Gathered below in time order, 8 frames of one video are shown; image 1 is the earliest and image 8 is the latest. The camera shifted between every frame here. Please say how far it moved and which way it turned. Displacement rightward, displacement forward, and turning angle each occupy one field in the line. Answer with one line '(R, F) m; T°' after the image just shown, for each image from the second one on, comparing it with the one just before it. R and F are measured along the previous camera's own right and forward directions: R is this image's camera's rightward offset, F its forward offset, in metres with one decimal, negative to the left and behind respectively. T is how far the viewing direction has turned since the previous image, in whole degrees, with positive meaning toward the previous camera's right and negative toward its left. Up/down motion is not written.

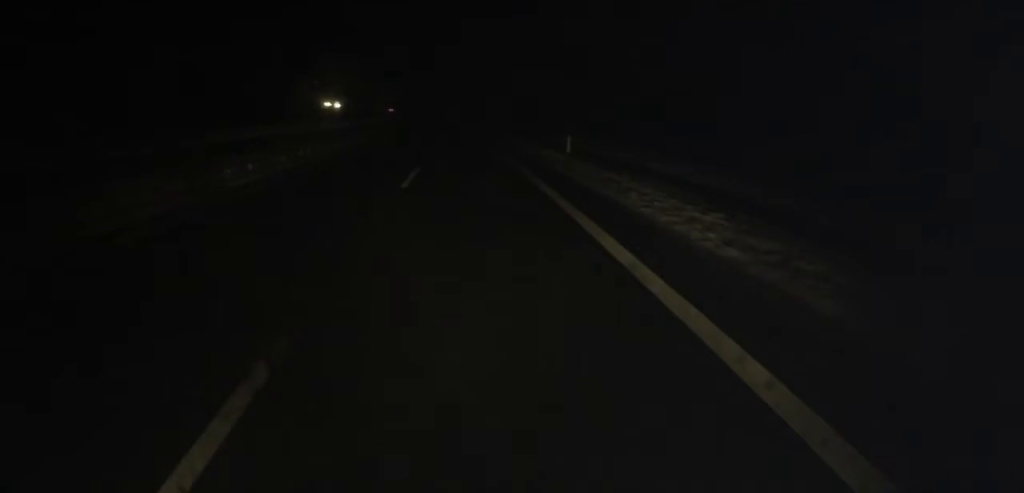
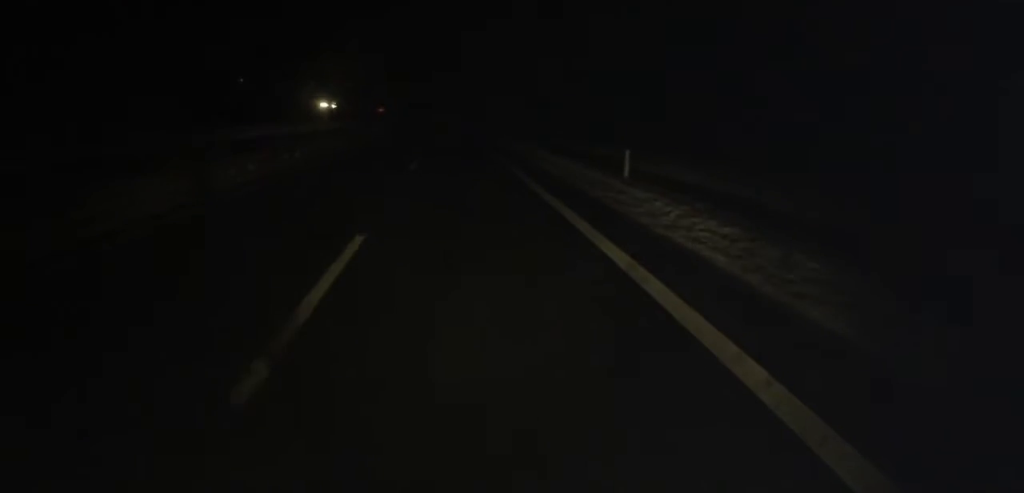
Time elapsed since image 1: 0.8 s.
(-0.1, +12.8) m; -1°
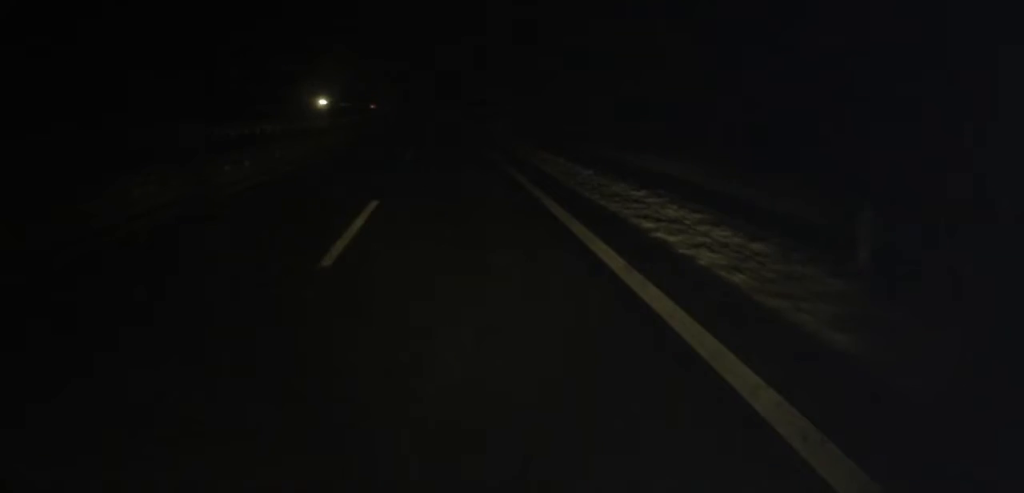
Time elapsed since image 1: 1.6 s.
(0.0, +13.9) m; +1°
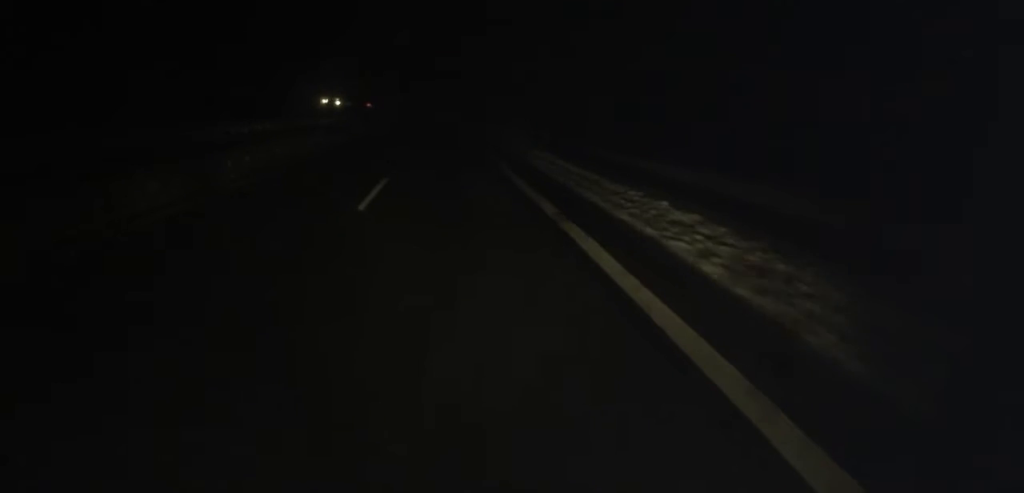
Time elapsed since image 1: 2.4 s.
(0.0, +13.4) m; +1°
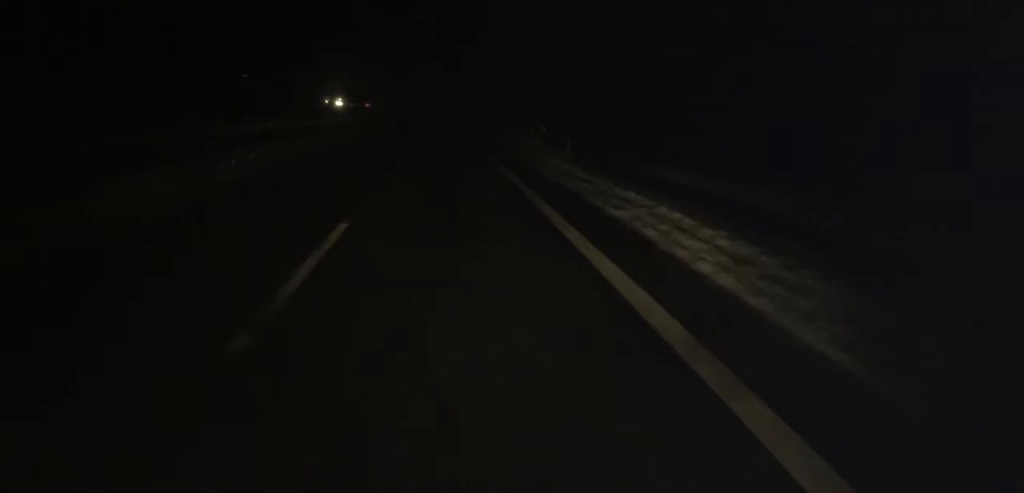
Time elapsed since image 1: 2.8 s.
(+0.2, +7.3) m; 0°
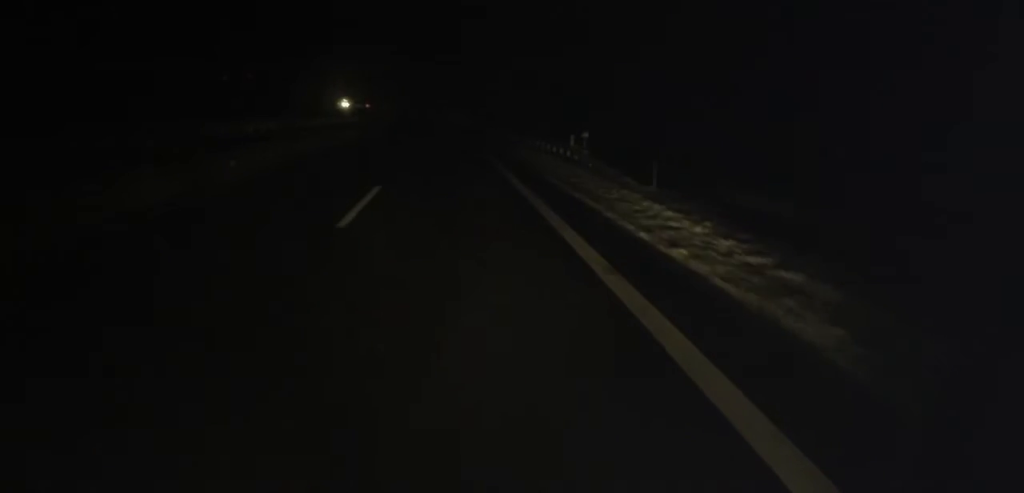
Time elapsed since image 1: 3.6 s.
(+0.1, +12.3) m; -1°
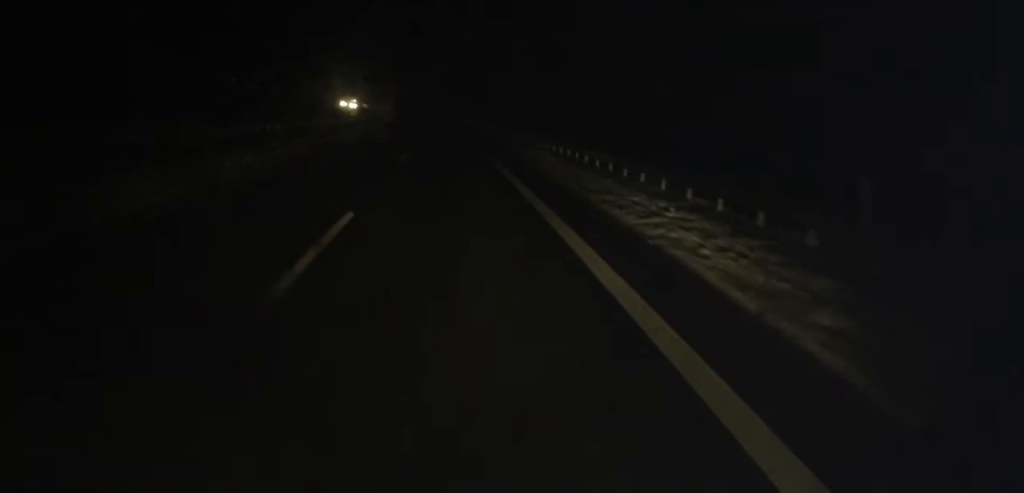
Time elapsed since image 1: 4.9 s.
(-0.5, +22.3) m; -1°
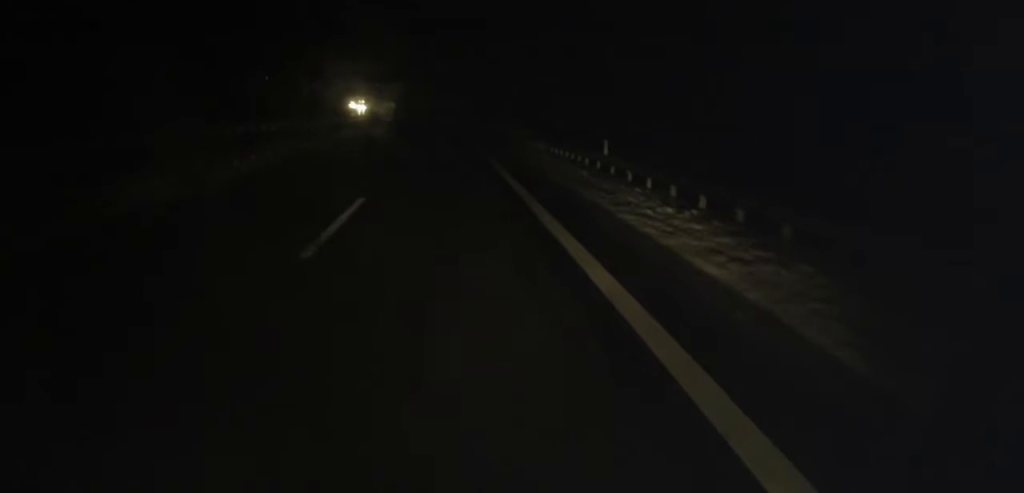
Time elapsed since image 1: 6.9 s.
(0.0, +33.5) m; 0°
